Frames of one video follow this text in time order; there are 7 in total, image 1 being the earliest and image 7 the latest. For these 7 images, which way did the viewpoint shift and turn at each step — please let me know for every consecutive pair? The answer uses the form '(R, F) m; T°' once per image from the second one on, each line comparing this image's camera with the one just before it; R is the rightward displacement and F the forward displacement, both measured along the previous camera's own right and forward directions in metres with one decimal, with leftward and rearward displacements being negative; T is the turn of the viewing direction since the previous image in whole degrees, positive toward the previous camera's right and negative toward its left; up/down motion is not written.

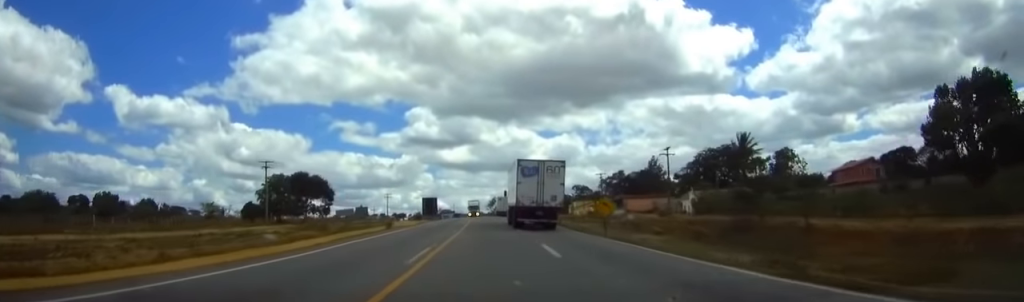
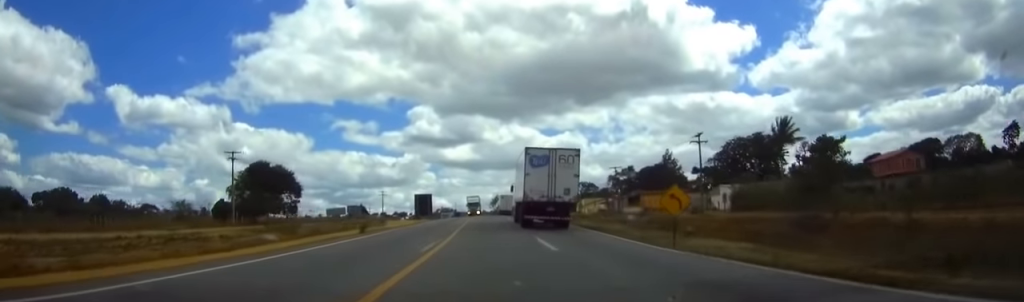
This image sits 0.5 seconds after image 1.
(0.0, +14.9) m; 0°
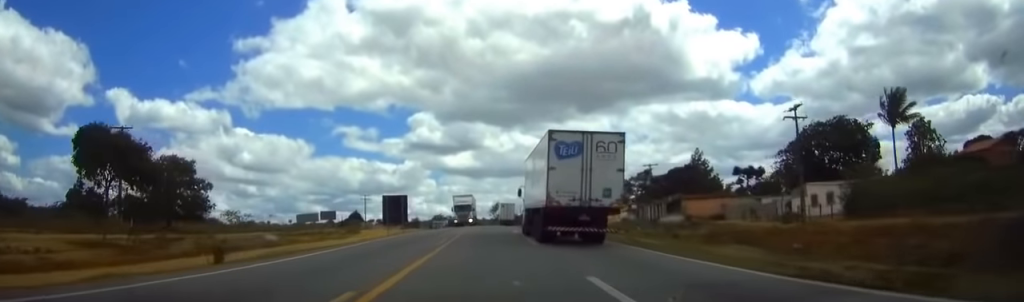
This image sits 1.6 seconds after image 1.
(-0.1, +29.2) m; 0°
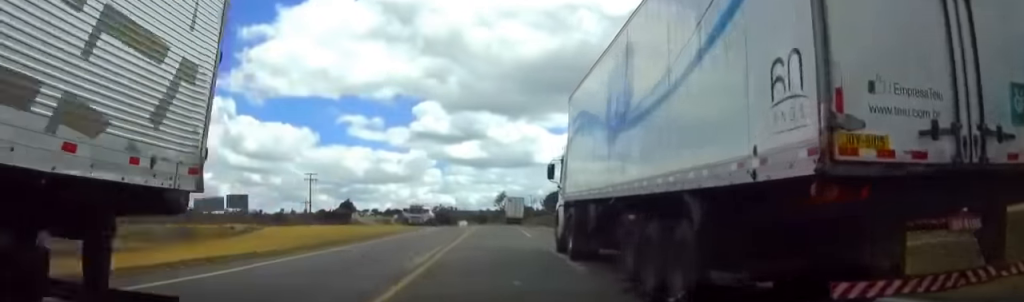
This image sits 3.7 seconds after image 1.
(+0.2, +58.1) m; 0°
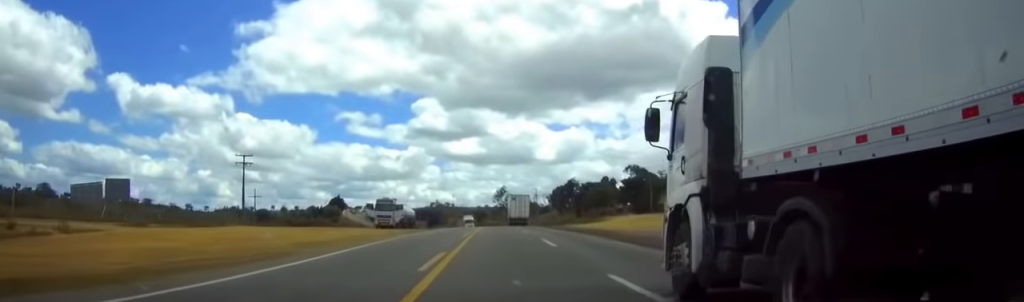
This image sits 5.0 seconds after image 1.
(0.0, +33.5) m; 0°
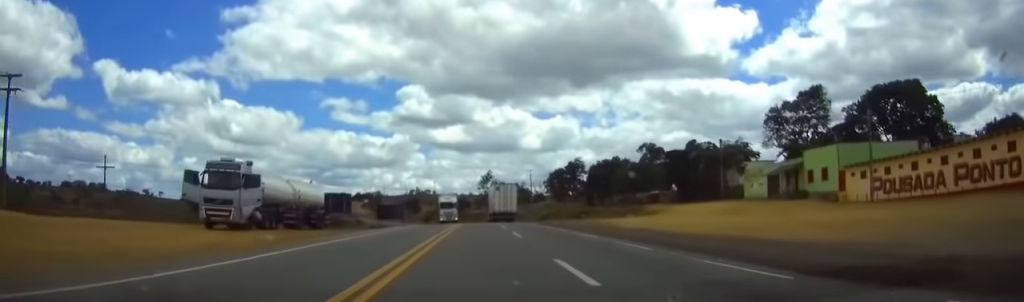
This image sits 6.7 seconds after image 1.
(+0.2, +46.9) m; +1°
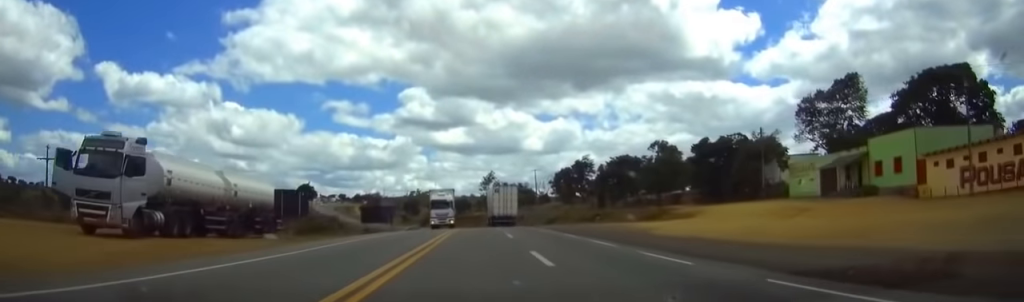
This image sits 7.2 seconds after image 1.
(+0.1, +12.4) m; 0°
